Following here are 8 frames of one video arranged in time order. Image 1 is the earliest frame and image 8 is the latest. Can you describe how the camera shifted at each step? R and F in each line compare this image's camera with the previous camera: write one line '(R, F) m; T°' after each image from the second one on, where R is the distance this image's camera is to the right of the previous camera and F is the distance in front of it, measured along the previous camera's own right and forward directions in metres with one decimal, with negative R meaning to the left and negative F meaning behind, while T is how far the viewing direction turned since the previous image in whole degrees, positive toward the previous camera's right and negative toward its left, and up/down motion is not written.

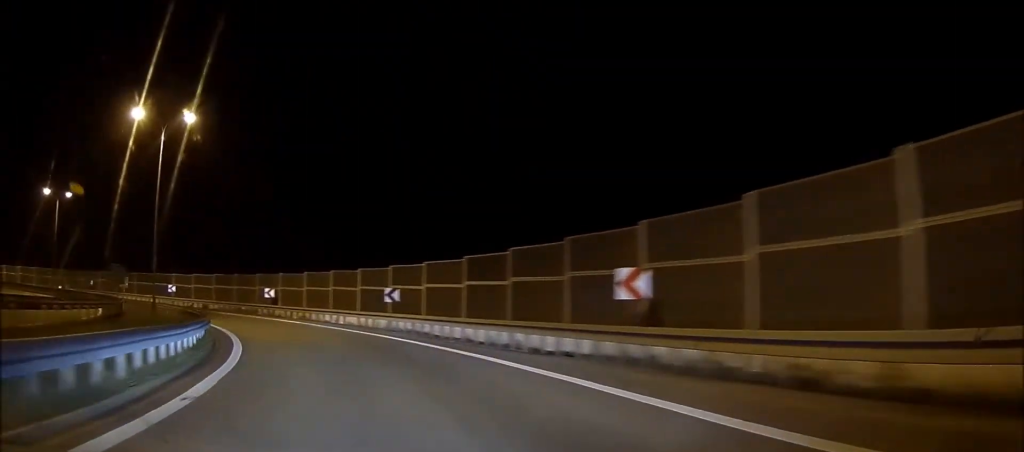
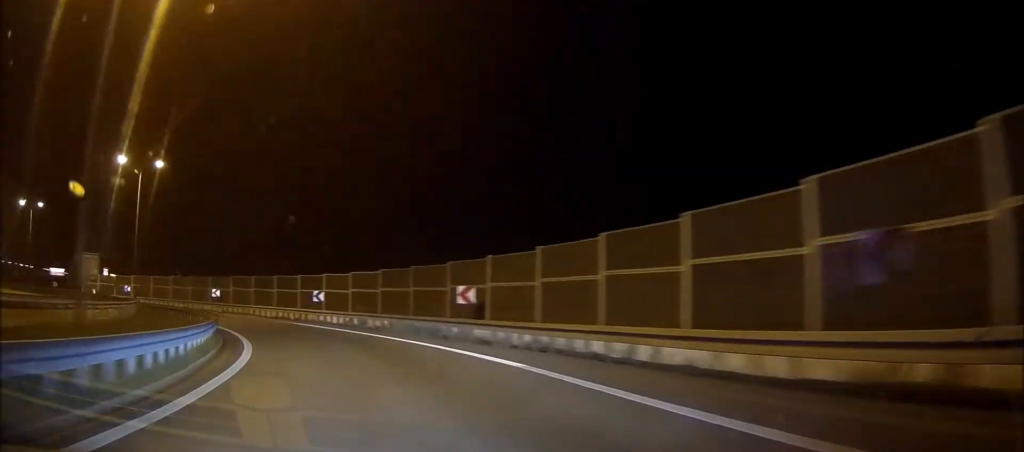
(-3.8, +23.5) m; -19°
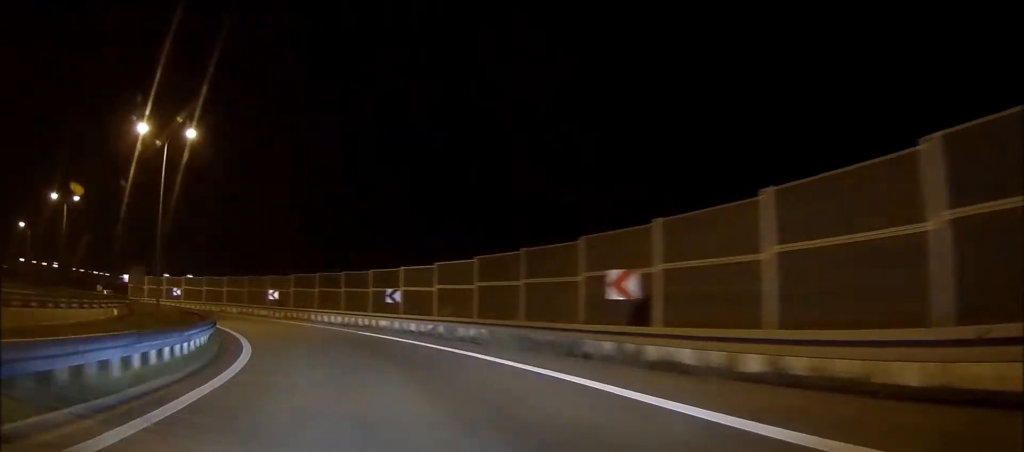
(-1.0, +10.3) m; -8°
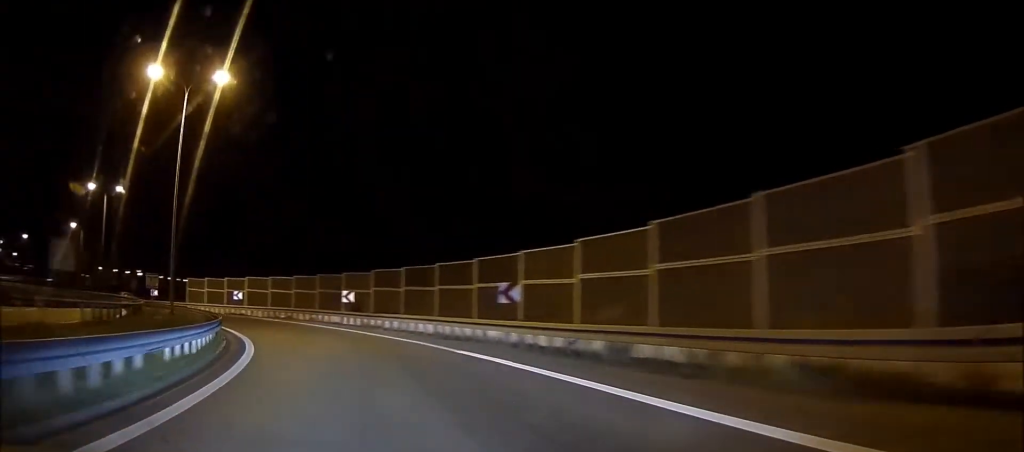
(-0.9, +10.9) m; -8°
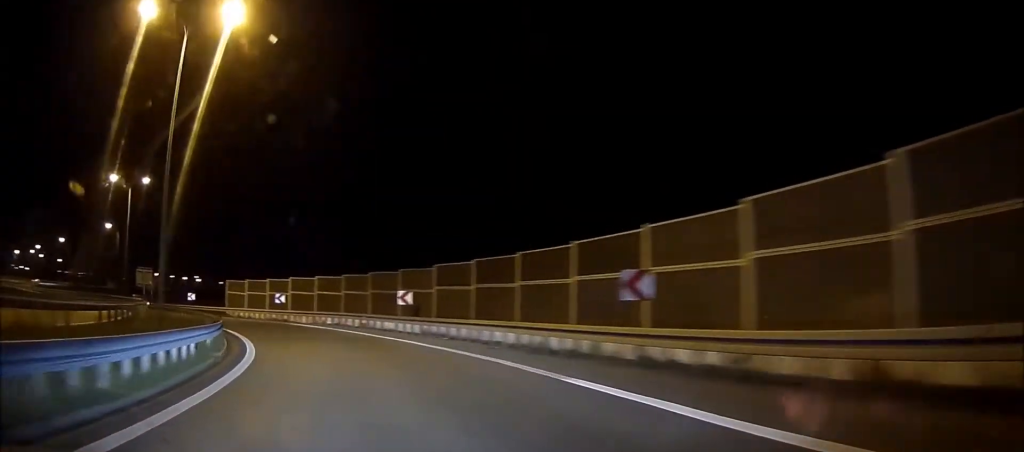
(-0.3, +7.2) m; -5°
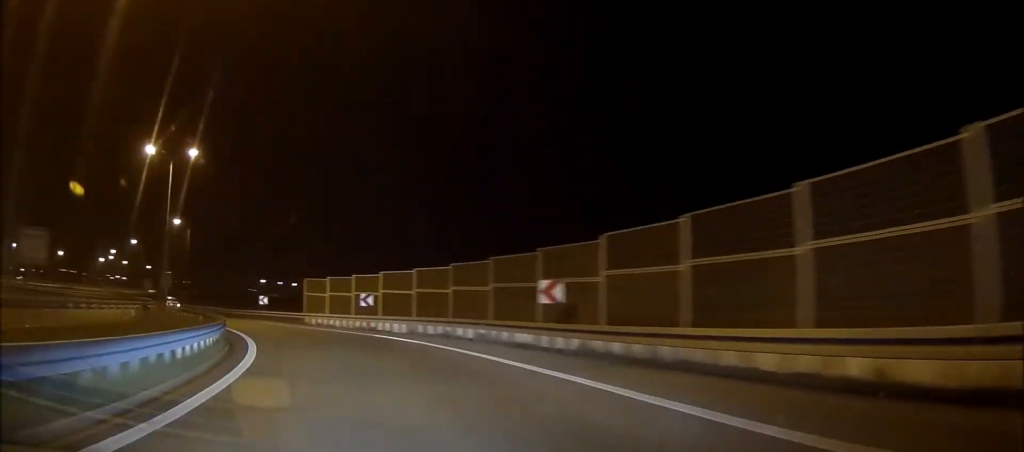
(-1.1, +13.0) m; -7°
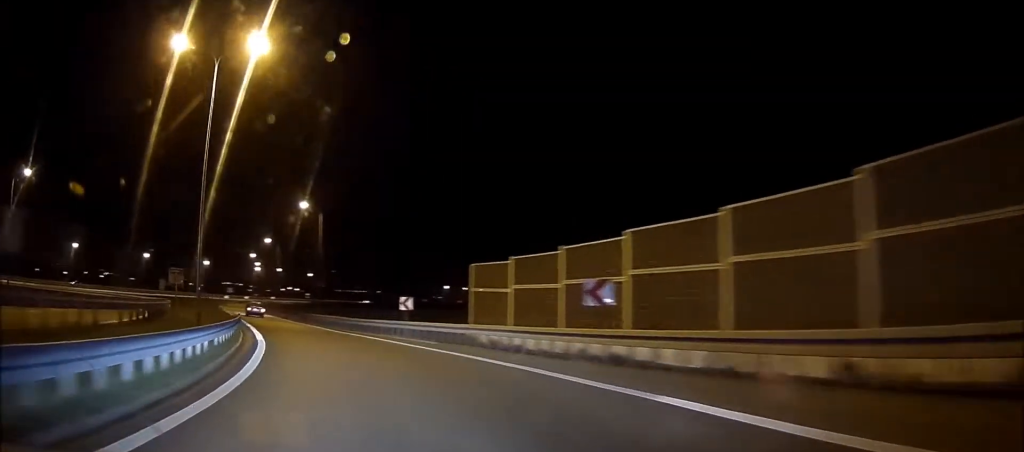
(-1.7, +21.2) m; -7°
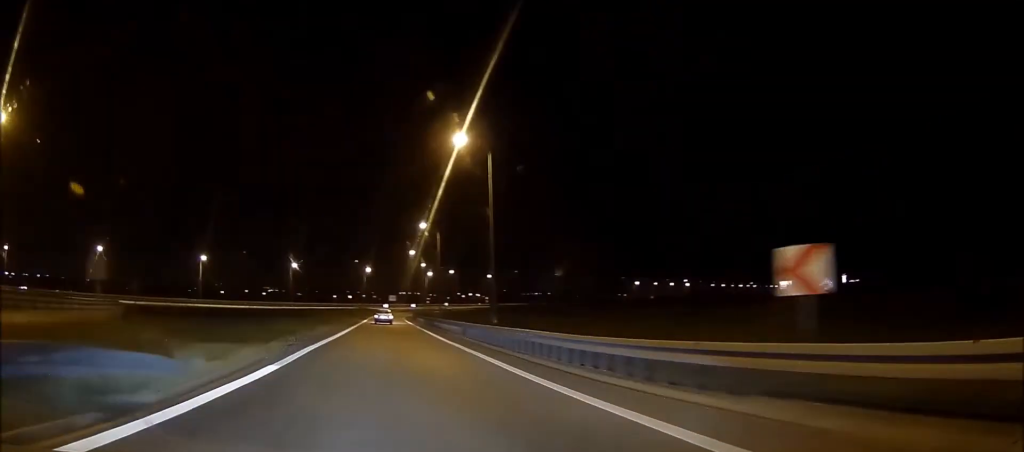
(-1.0, +27.0) m; -3°
